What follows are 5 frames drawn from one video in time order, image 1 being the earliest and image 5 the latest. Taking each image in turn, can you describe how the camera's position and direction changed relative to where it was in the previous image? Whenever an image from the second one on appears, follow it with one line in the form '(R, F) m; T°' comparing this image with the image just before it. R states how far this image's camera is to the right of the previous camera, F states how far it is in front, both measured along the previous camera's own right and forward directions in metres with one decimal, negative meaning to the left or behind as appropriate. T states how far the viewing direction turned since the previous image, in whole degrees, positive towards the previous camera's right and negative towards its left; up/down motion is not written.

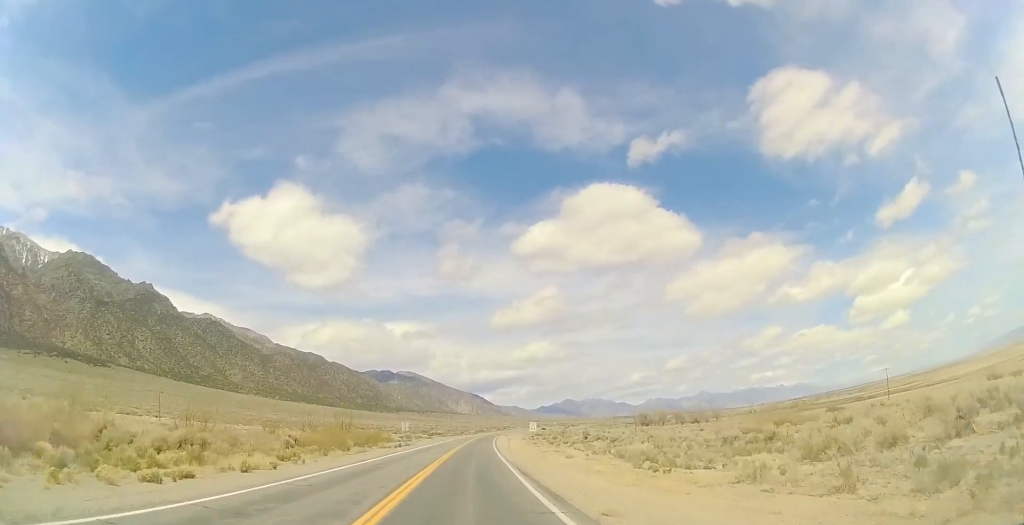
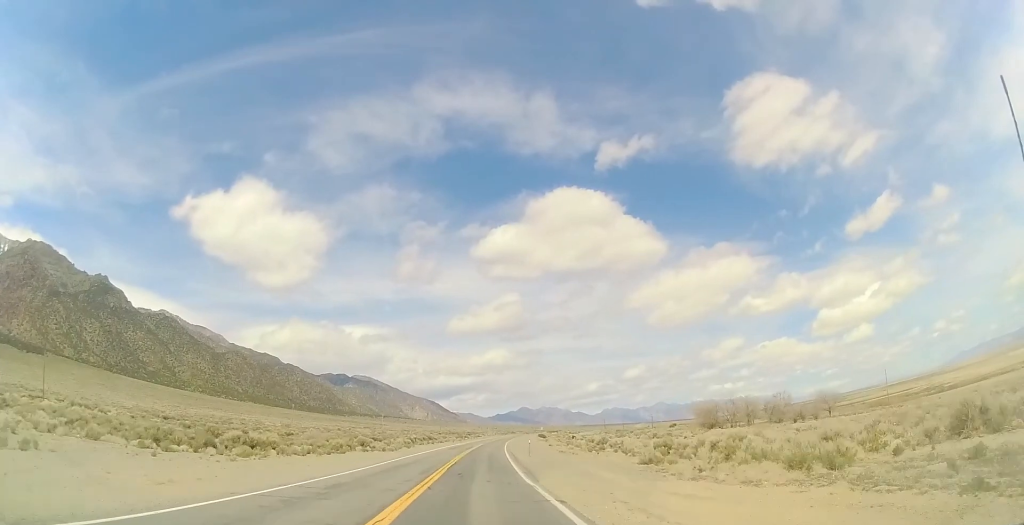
(+5.2, +121.2) m; +4°
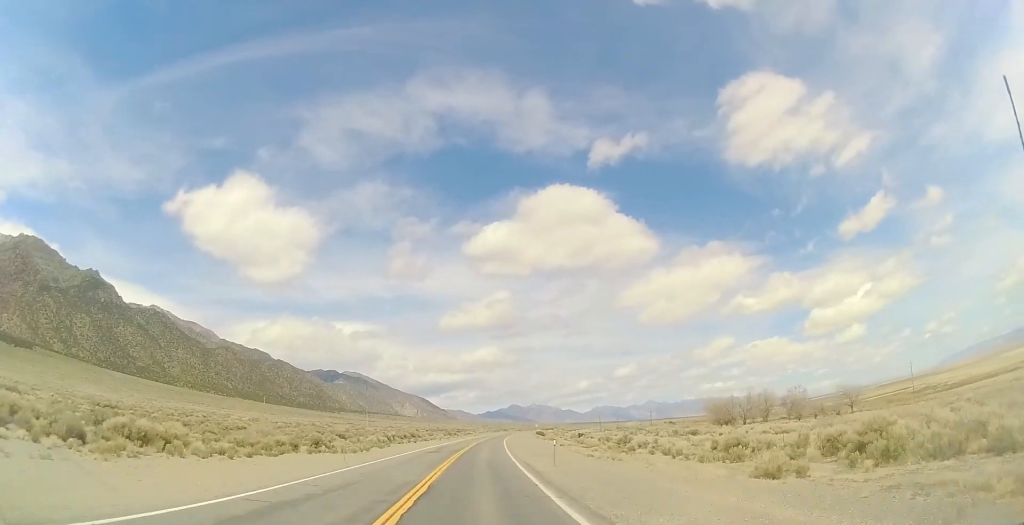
(+0.1, +15.7) m; +1°
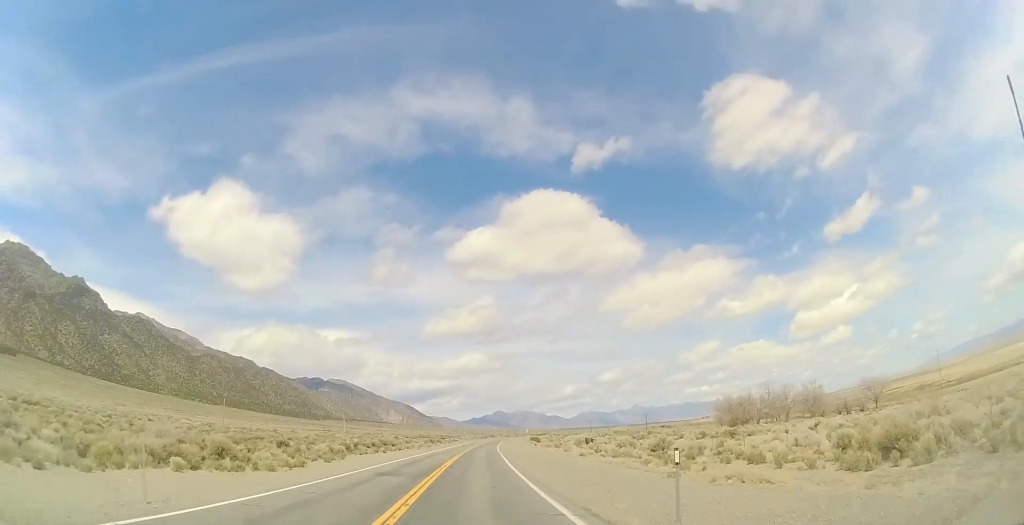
(-0.1, +16.7) m; +1°
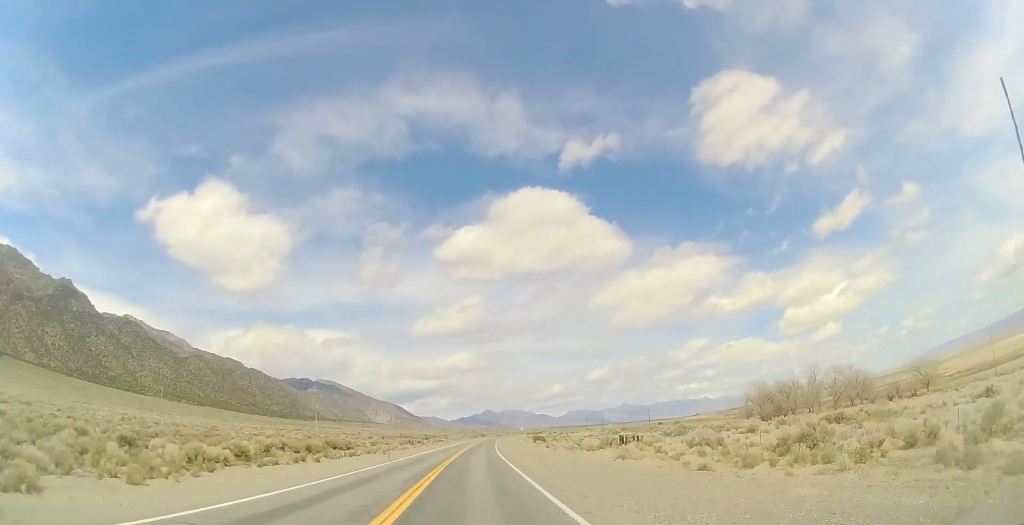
(+0.6, +23.8) m; +2°
